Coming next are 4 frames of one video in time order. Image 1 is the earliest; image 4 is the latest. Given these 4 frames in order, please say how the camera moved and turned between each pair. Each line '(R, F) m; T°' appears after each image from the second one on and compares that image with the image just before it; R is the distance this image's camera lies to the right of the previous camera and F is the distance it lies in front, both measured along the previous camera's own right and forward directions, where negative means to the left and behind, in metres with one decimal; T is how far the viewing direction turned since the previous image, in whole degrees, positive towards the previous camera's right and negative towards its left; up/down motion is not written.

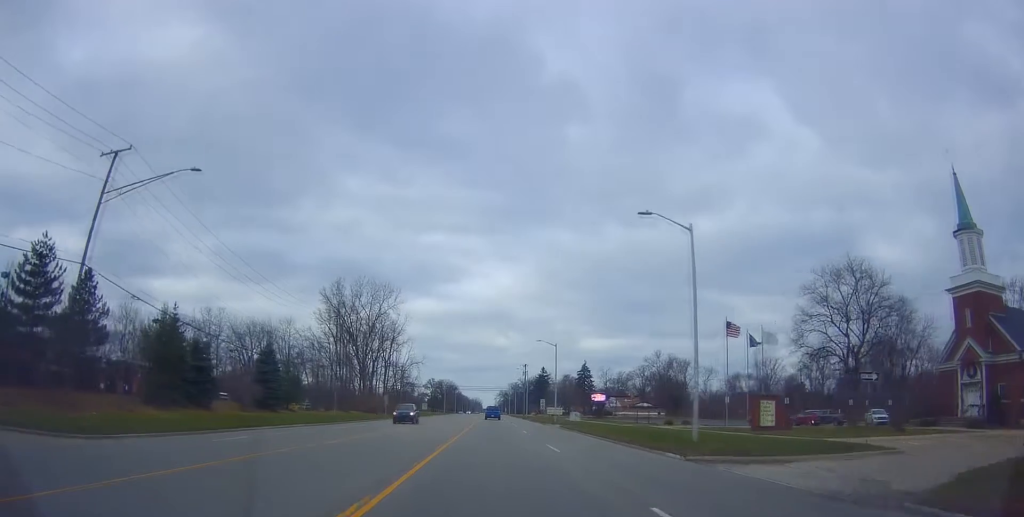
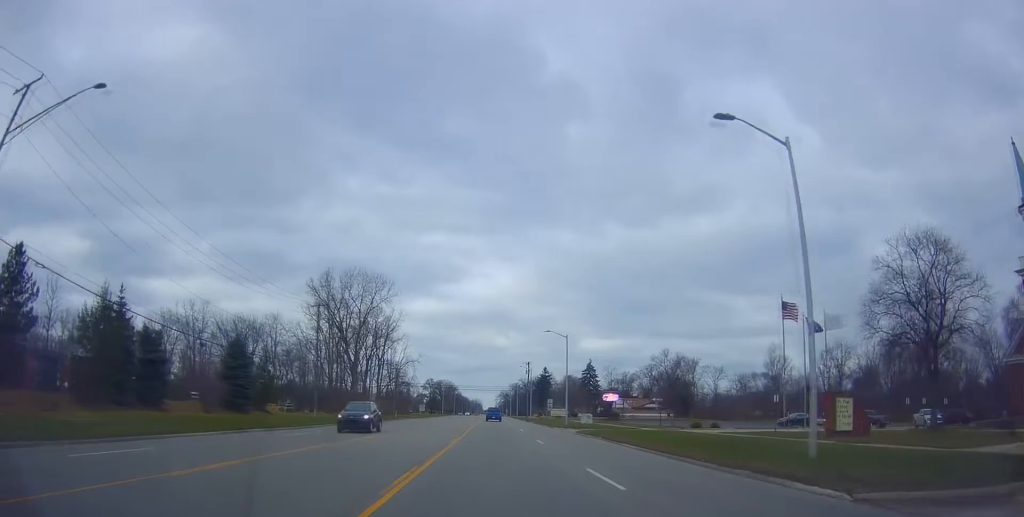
(+0.2, +9.5) m; 0°
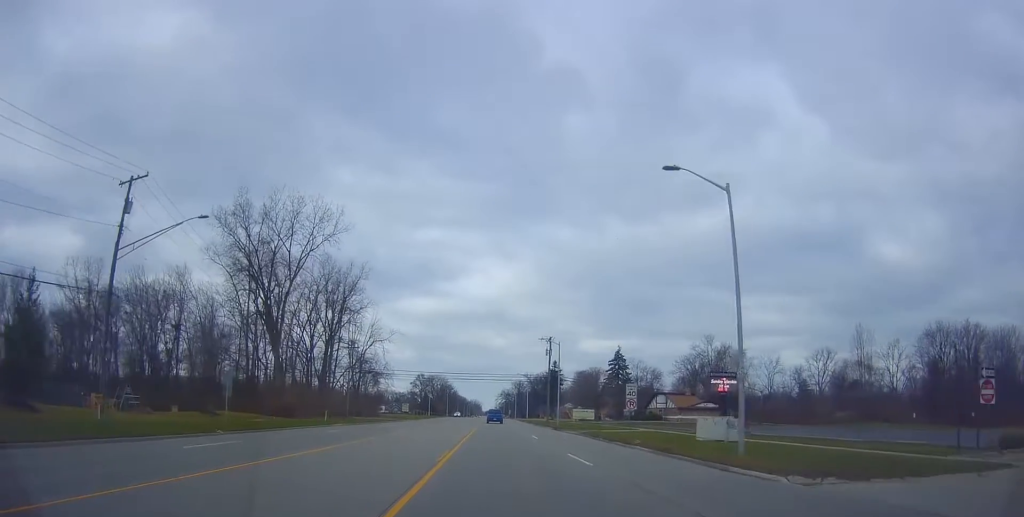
(-0.7, +42.0) m; 0°
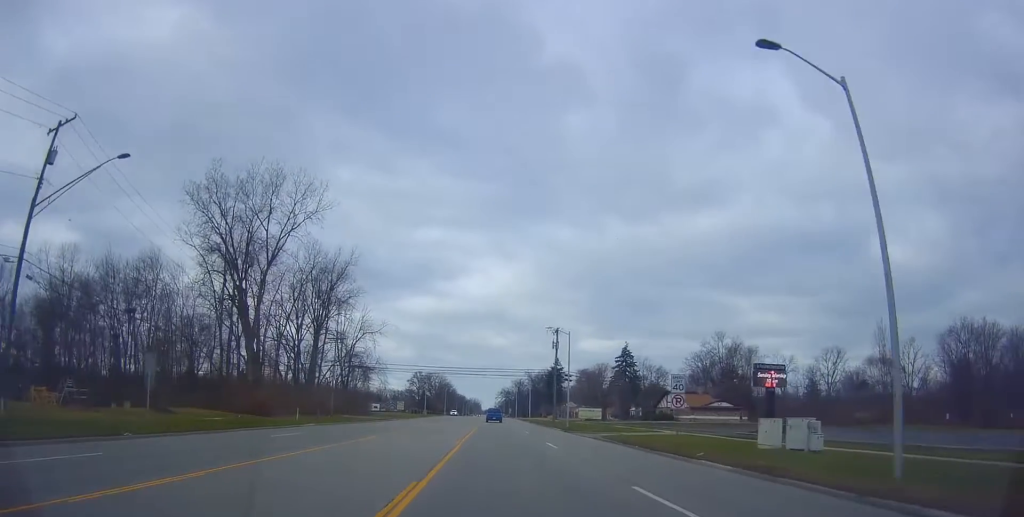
(+0.2, +8.2) m; 0°
